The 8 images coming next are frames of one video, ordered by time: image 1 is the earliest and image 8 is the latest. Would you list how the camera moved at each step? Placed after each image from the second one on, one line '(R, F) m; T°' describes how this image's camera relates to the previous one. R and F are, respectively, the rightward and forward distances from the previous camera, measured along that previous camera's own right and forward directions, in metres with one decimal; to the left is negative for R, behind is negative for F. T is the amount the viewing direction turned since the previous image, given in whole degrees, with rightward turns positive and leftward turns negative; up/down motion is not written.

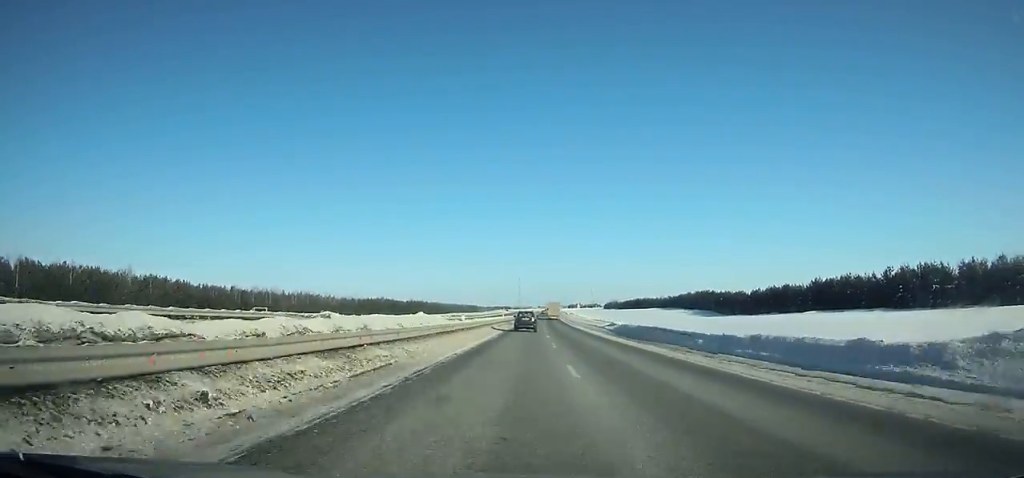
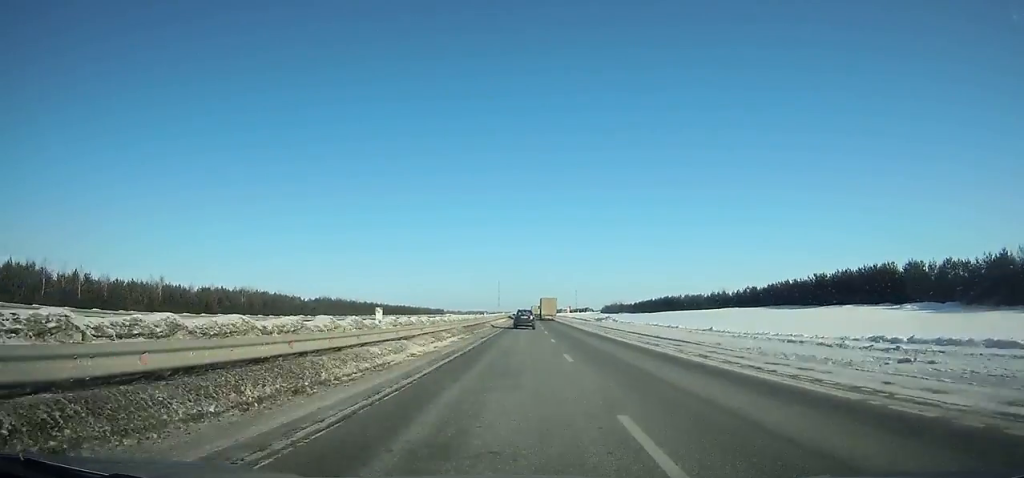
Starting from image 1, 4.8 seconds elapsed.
(+2.2, +139.5) m; +2°
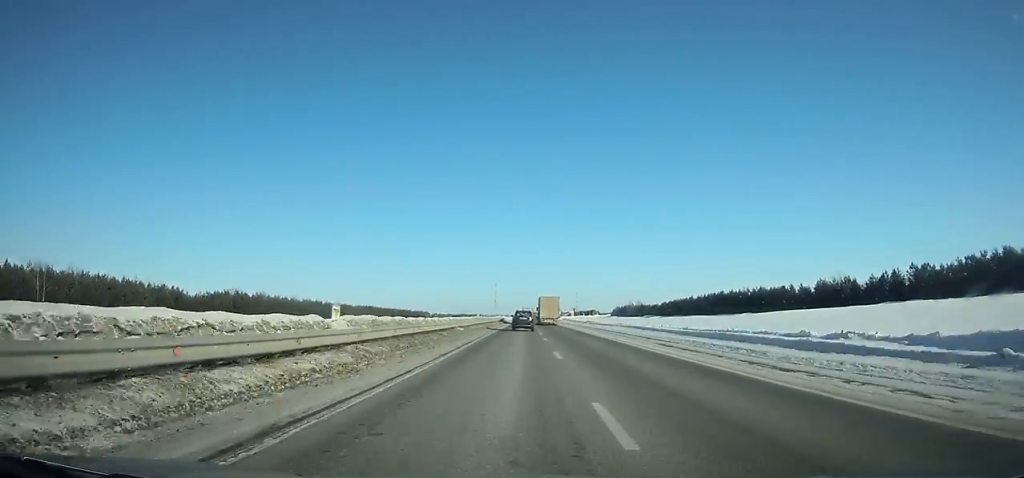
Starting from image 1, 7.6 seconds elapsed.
(+0.7, +81.7) m; 0°
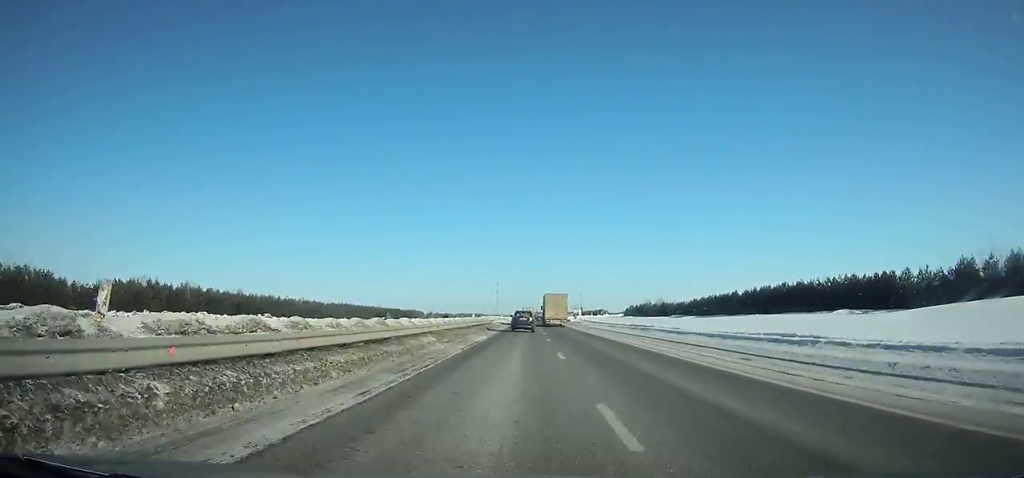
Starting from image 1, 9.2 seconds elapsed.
(-0.3, +46.2) m; 0°
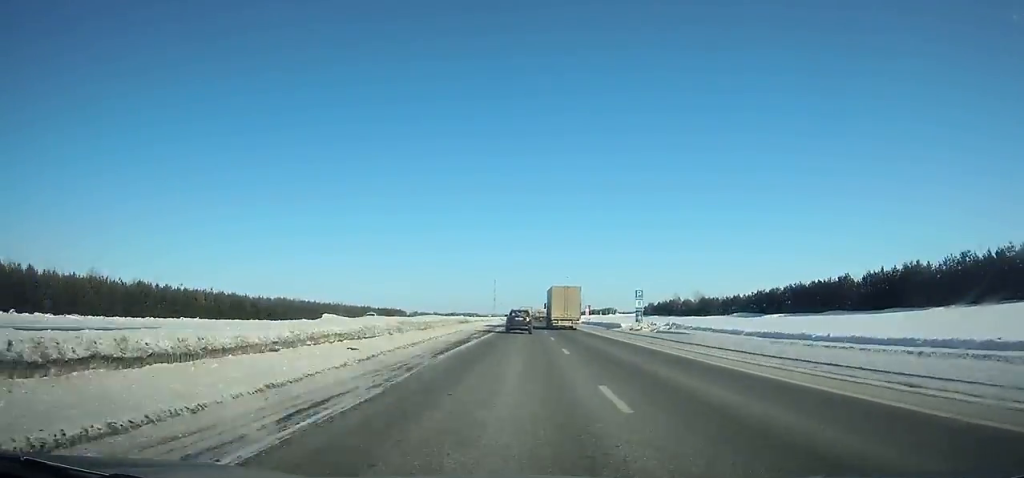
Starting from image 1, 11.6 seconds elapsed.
(-0.2, +68.5) m; 0°
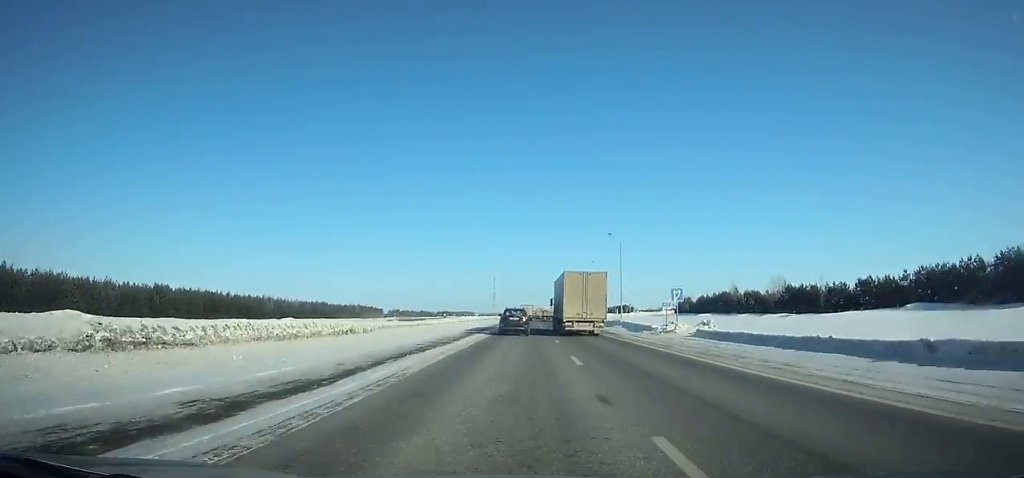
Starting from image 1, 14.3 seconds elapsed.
(0.0, +75.1) m; 0°
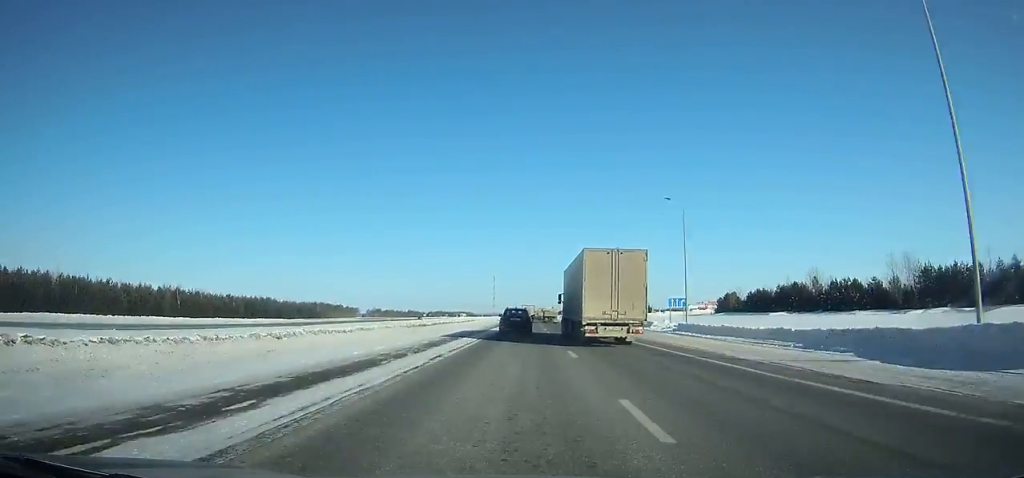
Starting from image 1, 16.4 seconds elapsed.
(0.0, +56.9) m; 0°
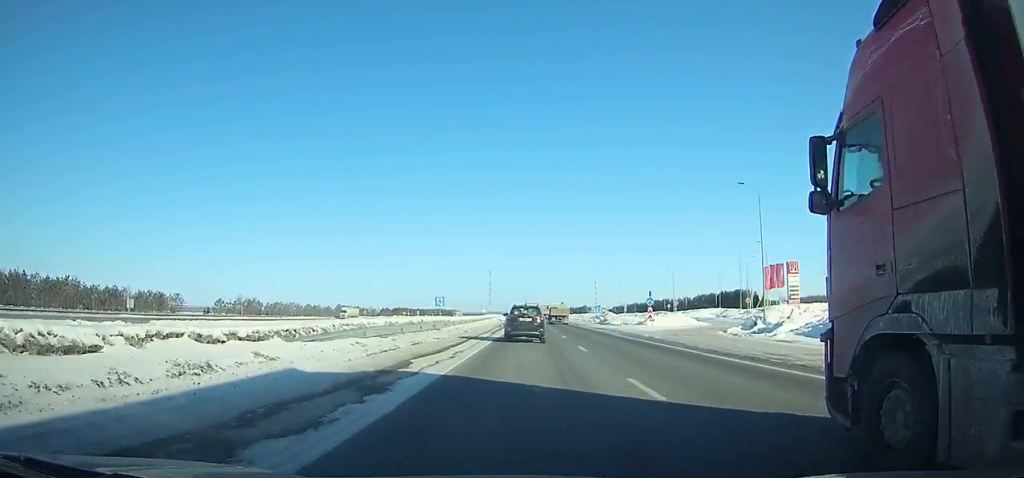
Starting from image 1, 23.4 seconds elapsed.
(+0.6, +177.6) m; +1°
